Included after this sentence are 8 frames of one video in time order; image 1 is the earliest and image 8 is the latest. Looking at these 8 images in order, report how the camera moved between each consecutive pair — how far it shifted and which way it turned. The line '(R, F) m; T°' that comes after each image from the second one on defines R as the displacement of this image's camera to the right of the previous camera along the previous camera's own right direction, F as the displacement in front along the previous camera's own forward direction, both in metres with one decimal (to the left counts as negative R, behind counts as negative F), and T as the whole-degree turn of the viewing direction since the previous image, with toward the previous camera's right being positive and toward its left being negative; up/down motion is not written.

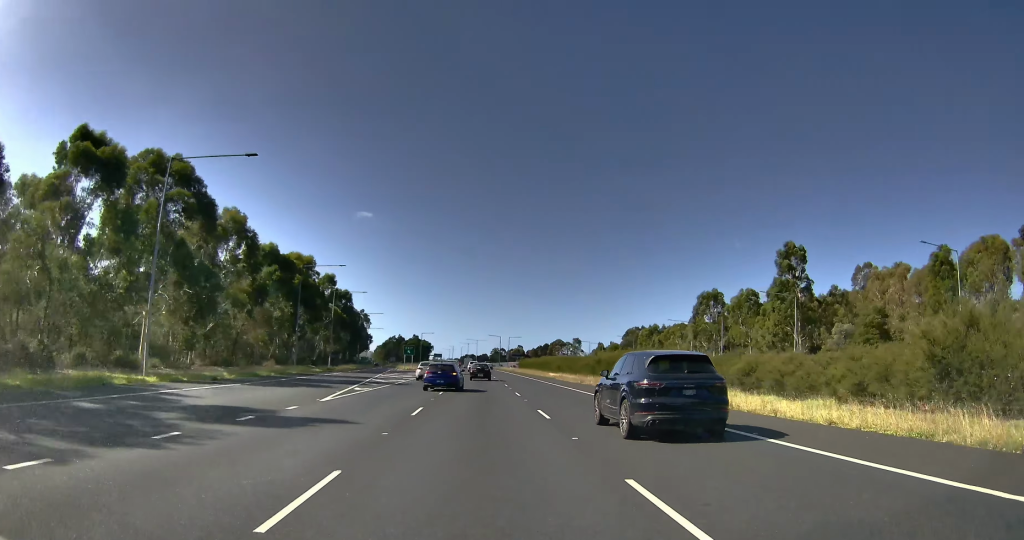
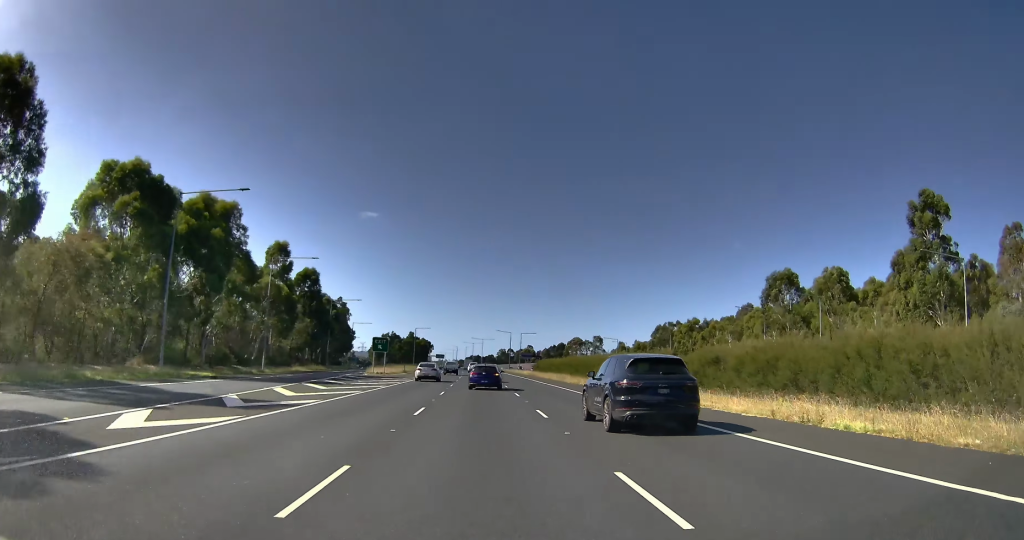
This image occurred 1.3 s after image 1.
(+0.2, +41.2) m; 0°
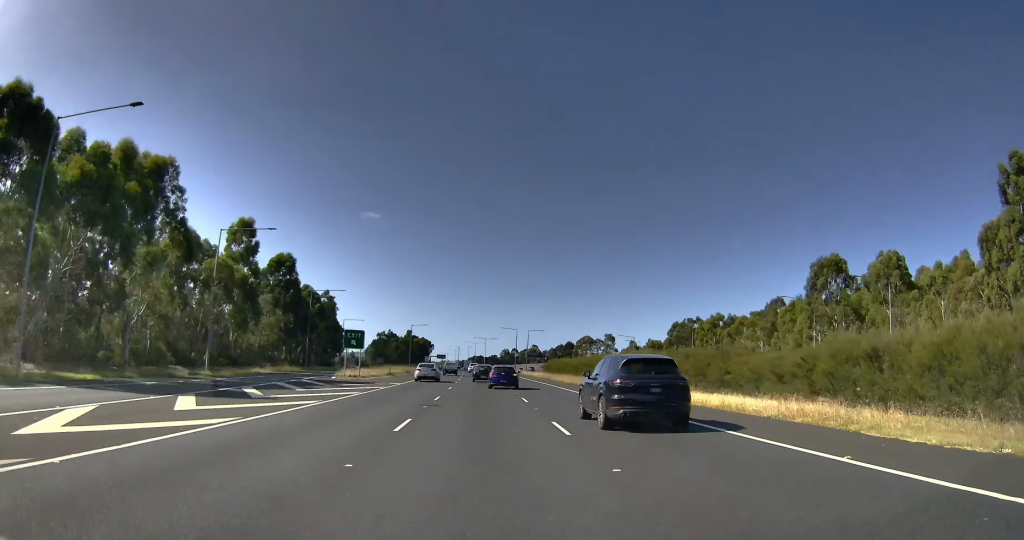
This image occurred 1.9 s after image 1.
(-0.1, +20.7) m; 0°
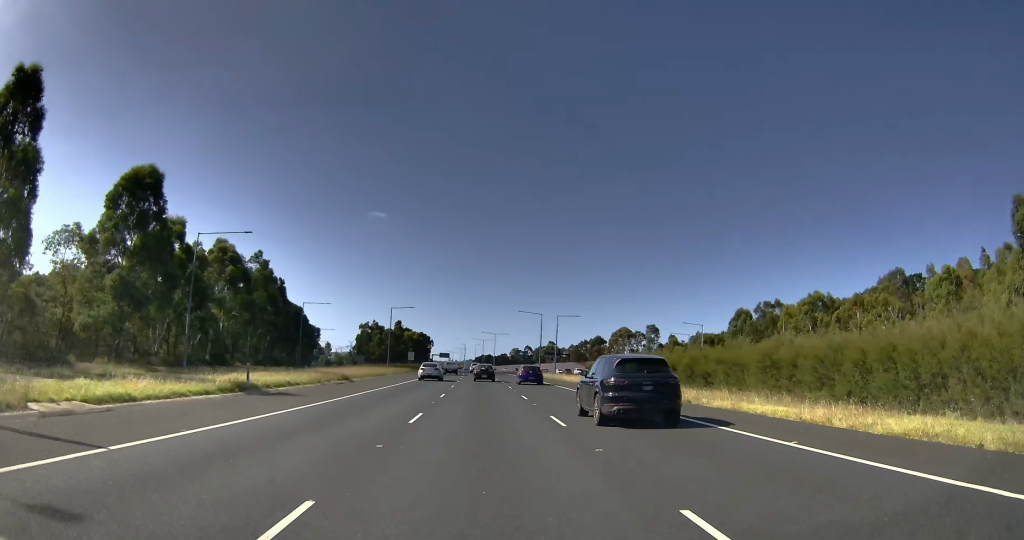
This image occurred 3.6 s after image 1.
(+0.3, +58.3) m; +2°
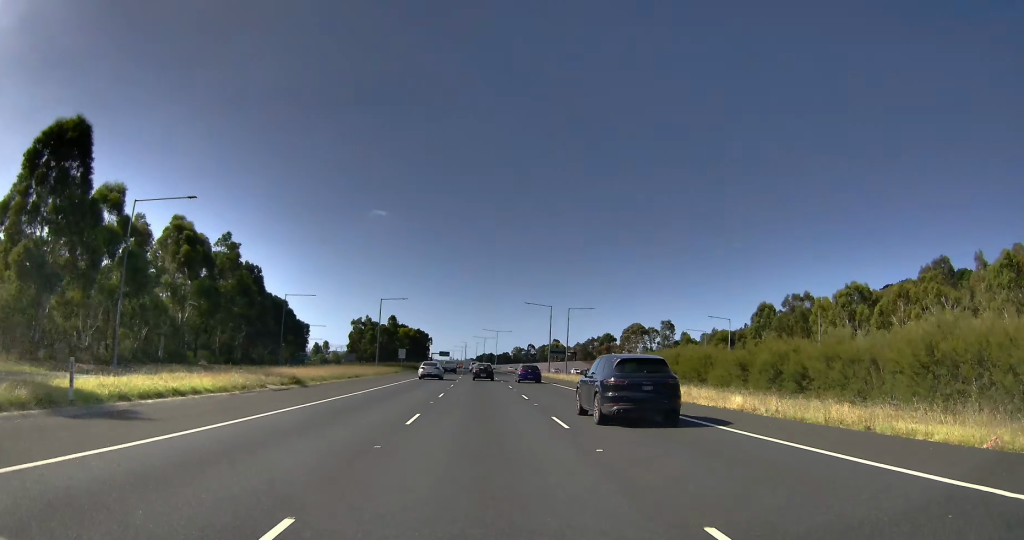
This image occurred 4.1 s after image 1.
(+0.1, +14.4) m; 0°
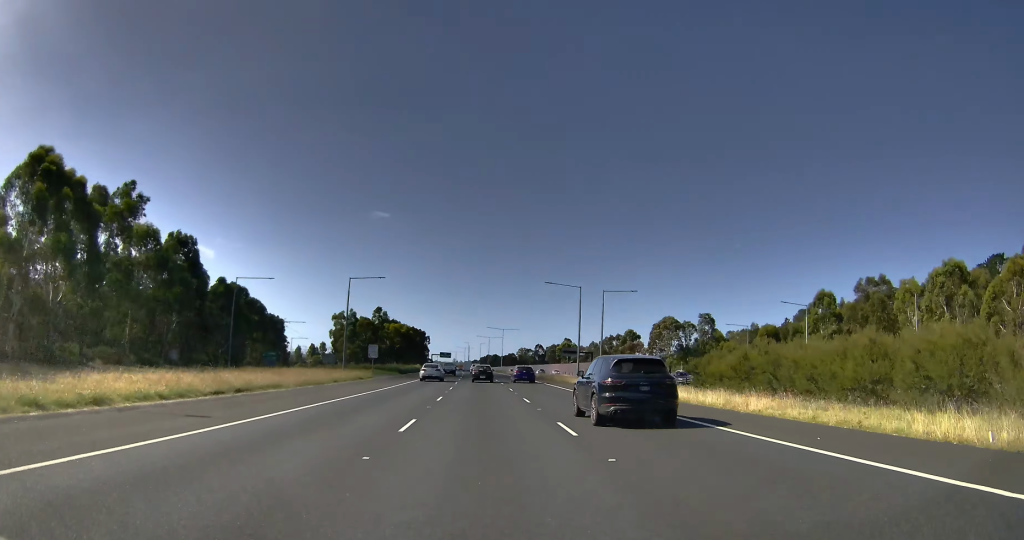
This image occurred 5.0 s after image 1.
(0.0, +28.1) m; 0°
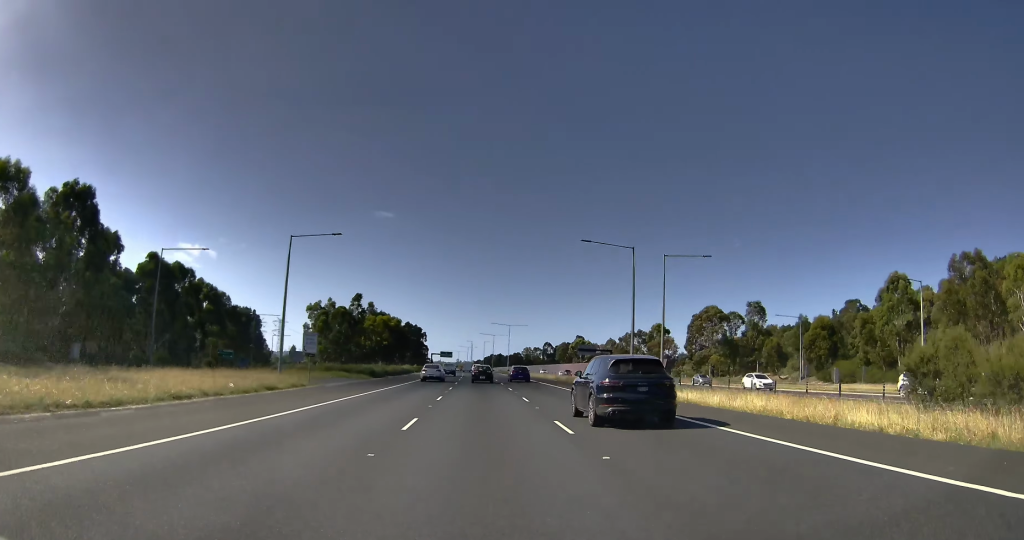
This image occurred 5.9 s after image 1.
(0.0, +24.6) m; +1°
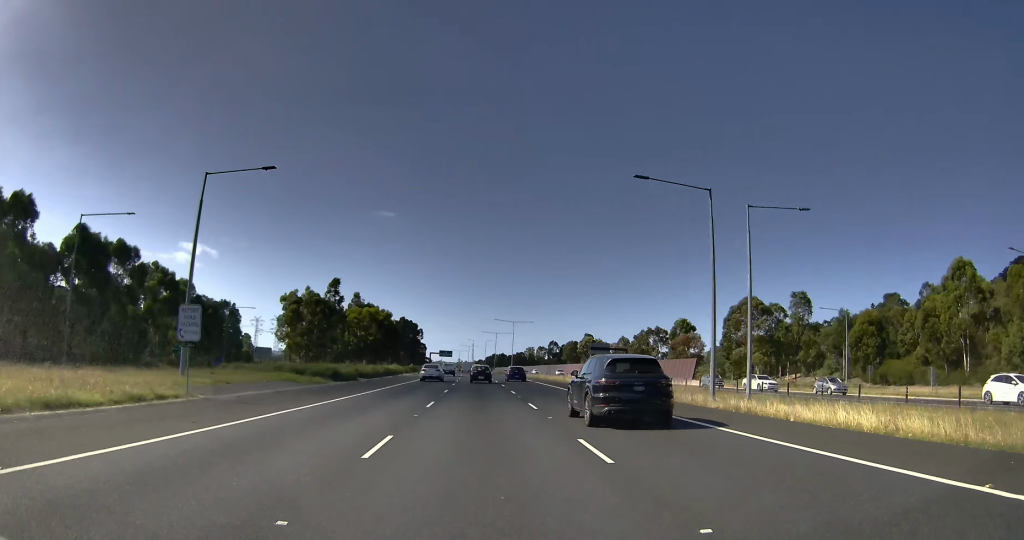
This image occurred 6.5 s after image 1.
(+0.6, +16.5) m; 0°
